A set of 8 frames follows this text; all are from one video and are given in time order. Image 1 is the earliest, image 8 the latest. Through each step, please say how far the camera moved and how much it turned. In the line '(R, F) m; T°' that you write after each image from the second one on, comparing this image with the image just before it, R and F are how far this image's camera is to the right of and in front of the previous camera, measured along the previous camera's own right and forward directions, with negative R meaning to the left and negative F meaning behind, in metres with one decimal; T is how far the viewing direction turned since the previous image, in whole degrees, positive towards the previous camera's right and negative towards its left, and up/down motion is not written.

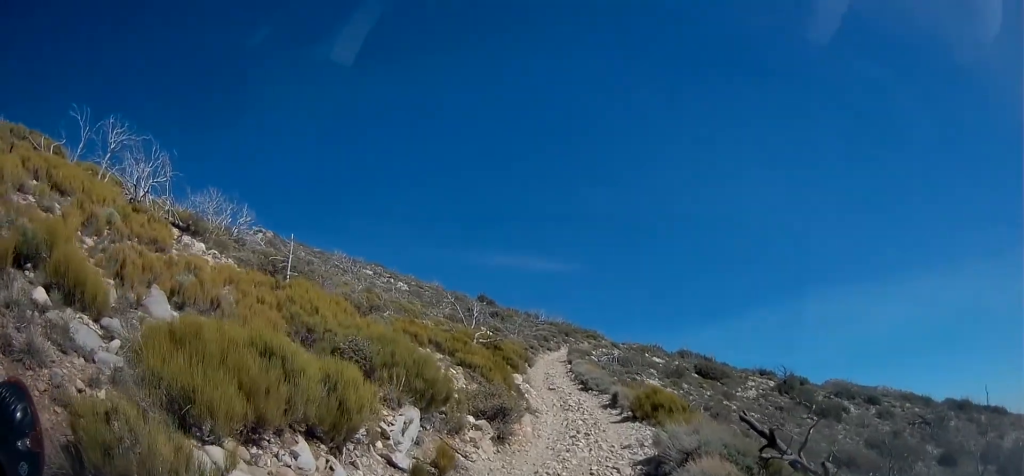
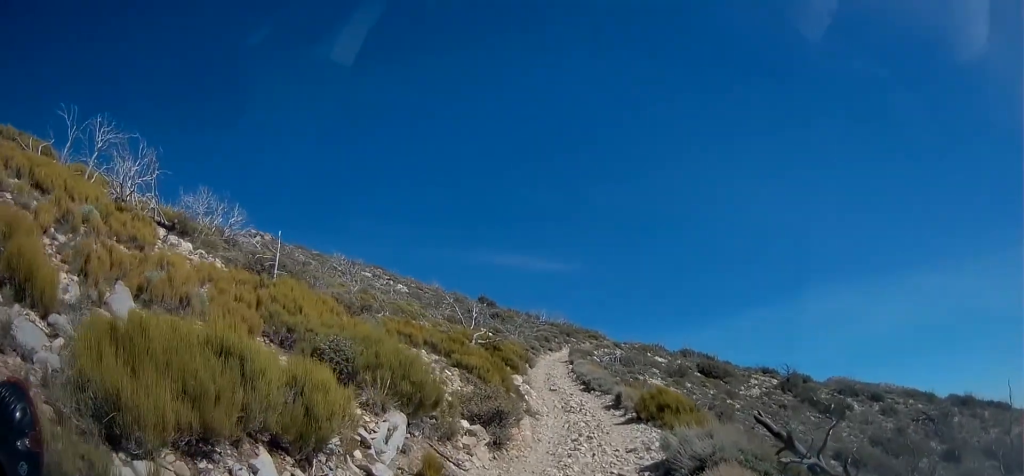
(+0.1, +0.7) m; 0°
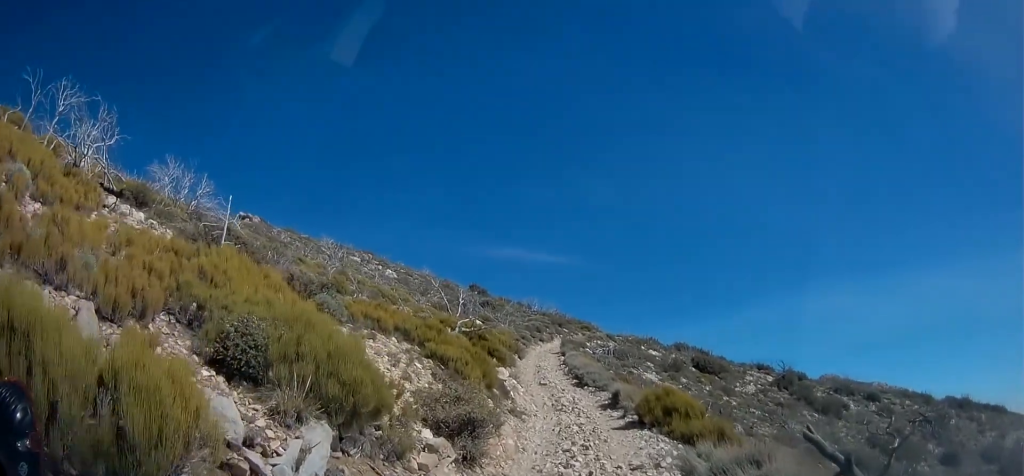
(-0.4, +2.1) m; +1°
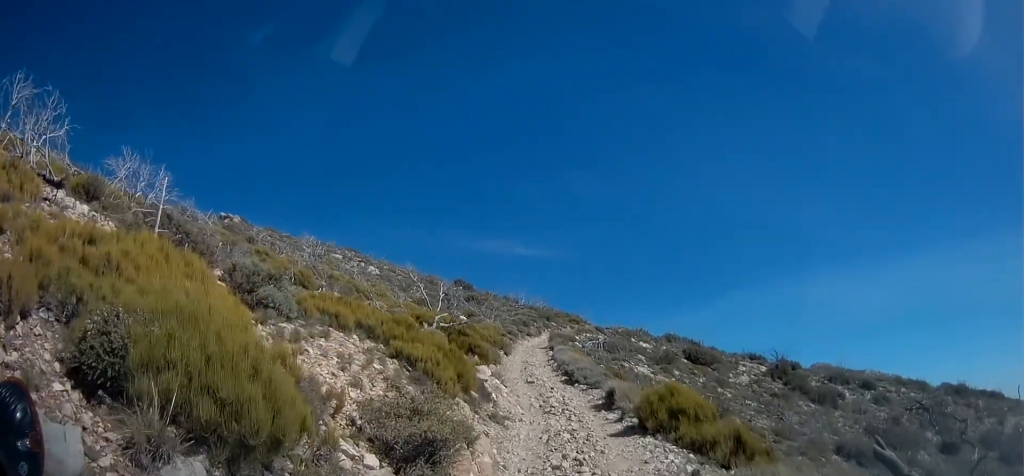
(+0.3, +1.8) m; +2°
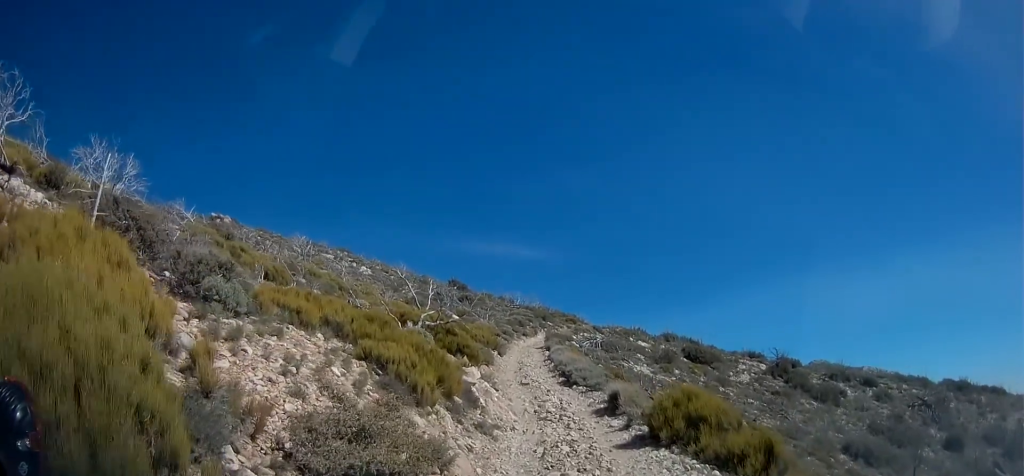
(-0.4, +1.6) m; 0°
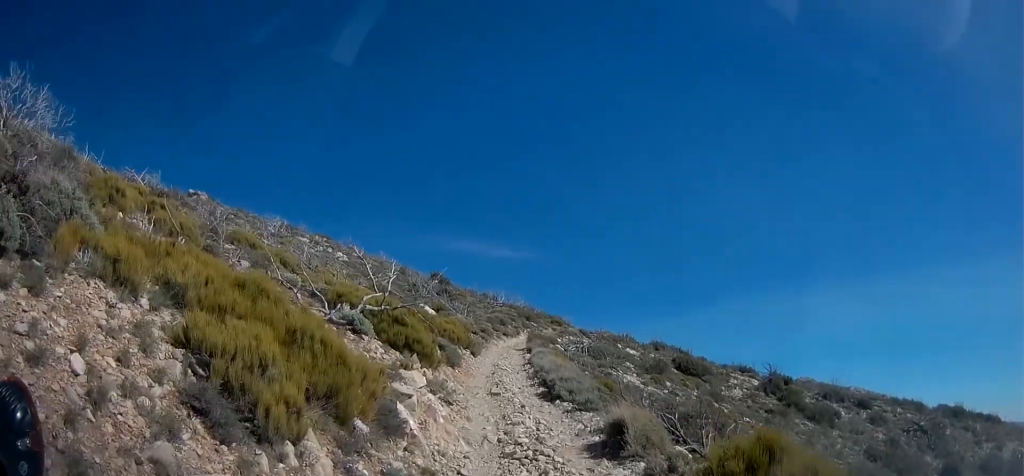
(+0.2, +4.6) m; +2°
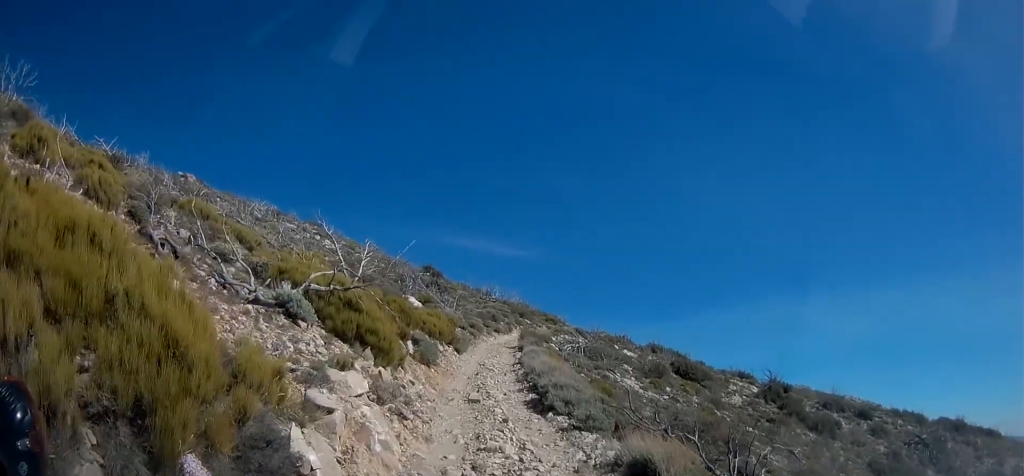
(-0.2, +3.2) m; -1°
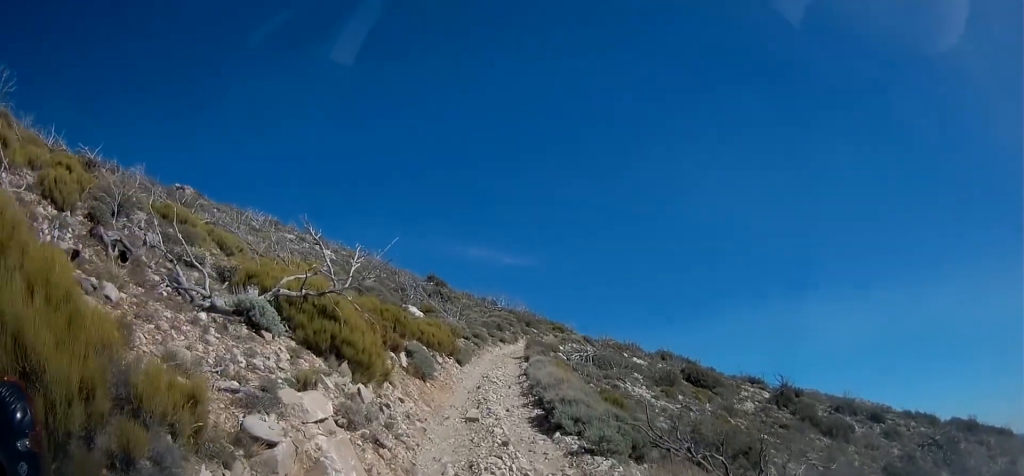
(+0.3, +1.6) m; +1°
